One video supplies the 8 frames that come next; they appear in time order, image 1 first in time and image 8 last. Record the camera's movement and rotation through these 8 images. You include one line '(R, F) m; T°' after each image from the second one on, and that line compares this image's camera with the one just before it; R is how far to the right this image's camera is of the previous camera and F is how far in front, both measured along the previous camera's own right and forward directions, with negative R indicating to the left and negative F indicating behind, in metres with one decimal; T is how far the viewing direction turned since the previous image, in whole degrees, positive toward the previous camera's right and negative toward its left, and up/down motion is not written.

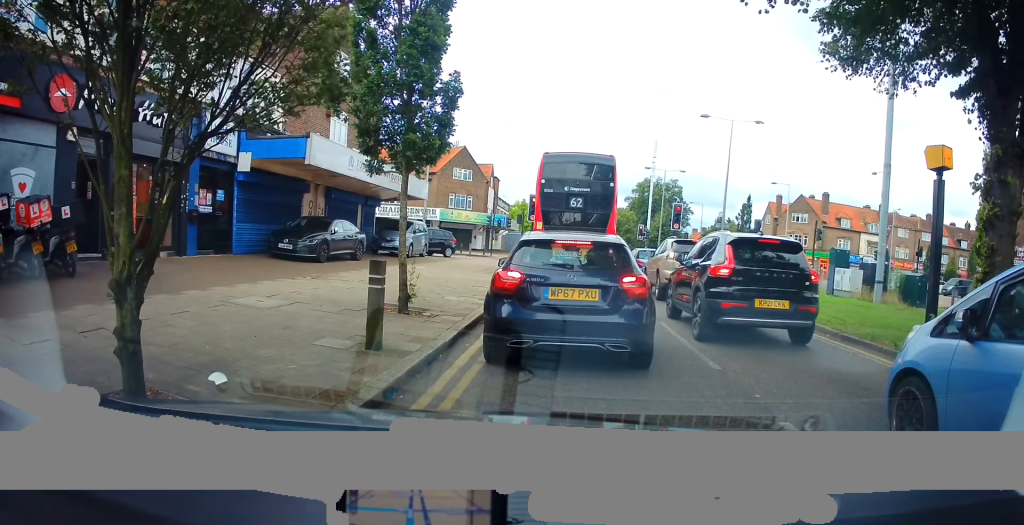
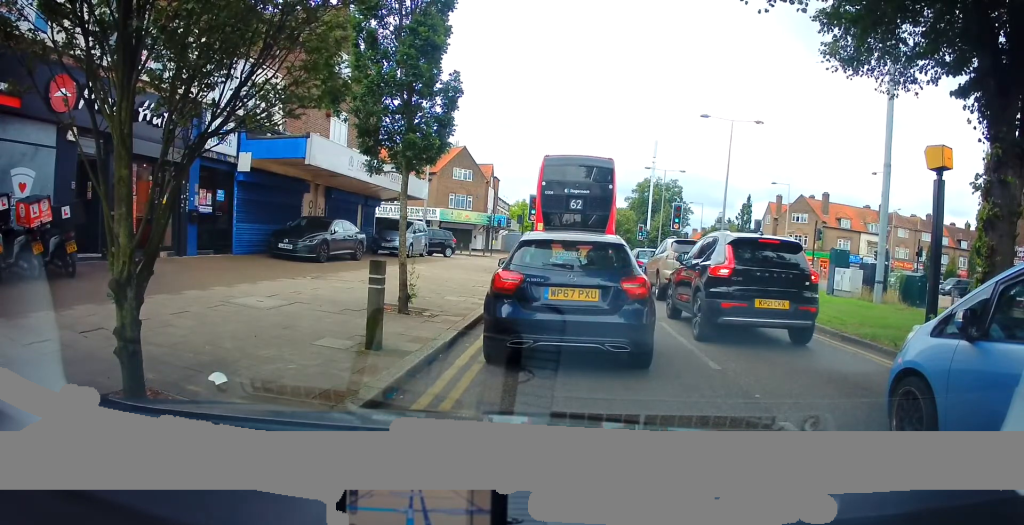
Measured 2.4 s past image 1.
(0.0, 0.0) m; 0°
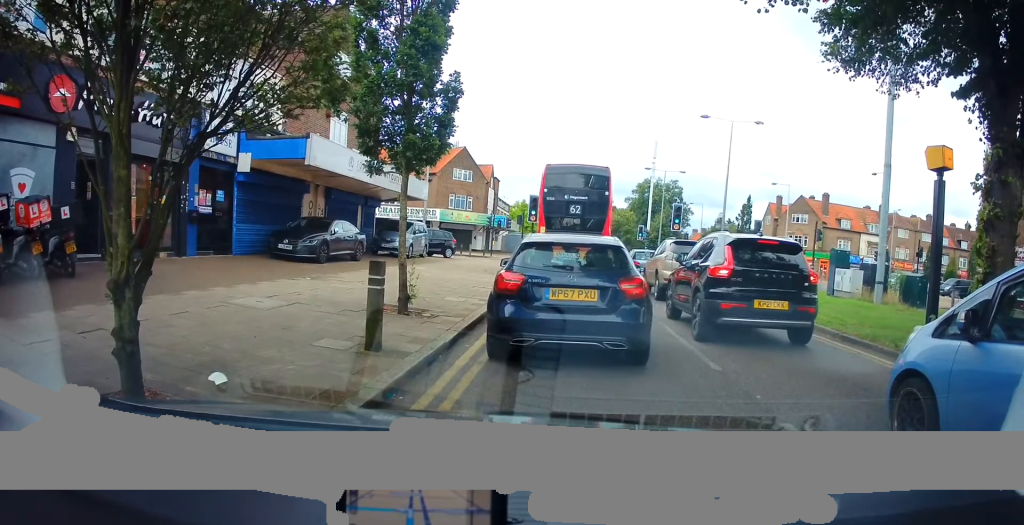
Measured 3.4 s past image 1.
(0.0, 0.0) m; 0°
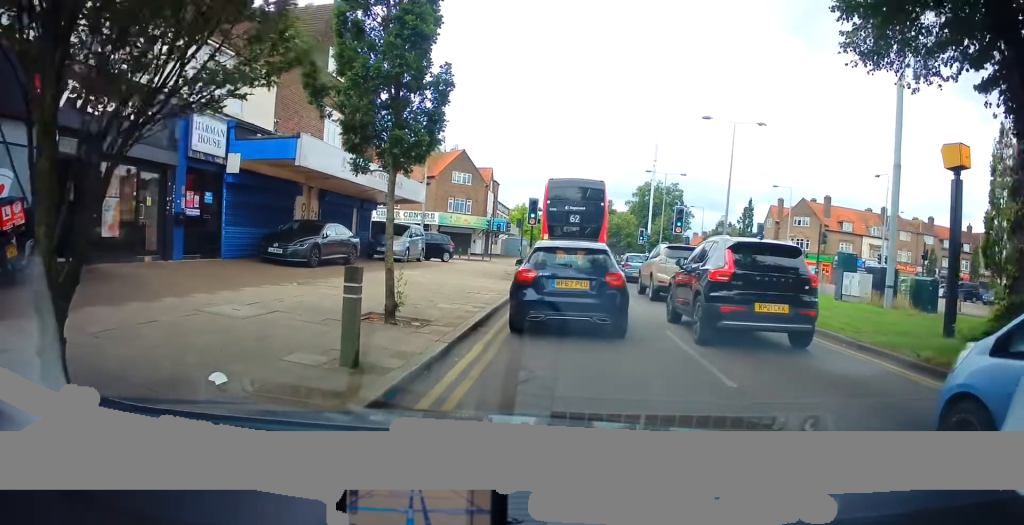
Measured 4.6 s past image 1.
(0.0, +0.5) m; 0°
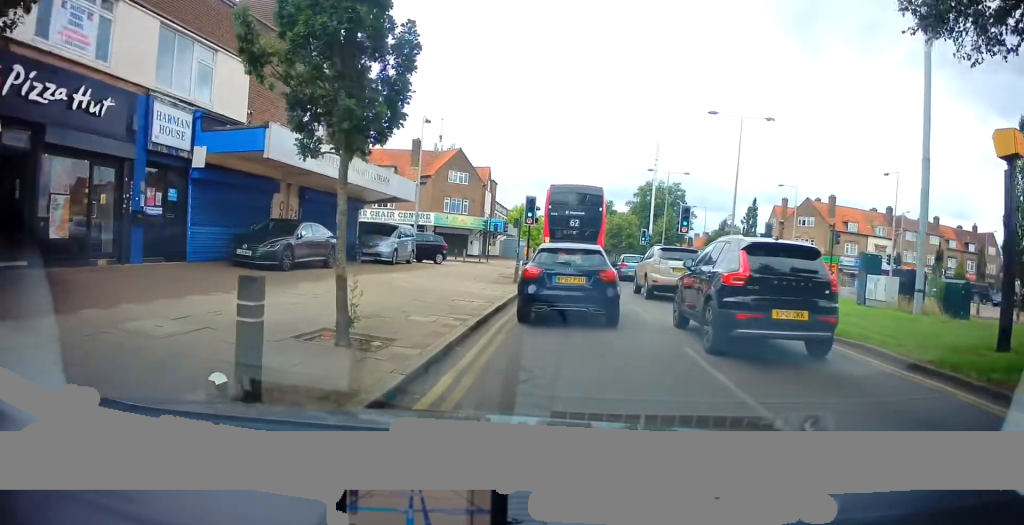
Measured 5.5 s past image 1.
(0.0, +1.4) m; 0°
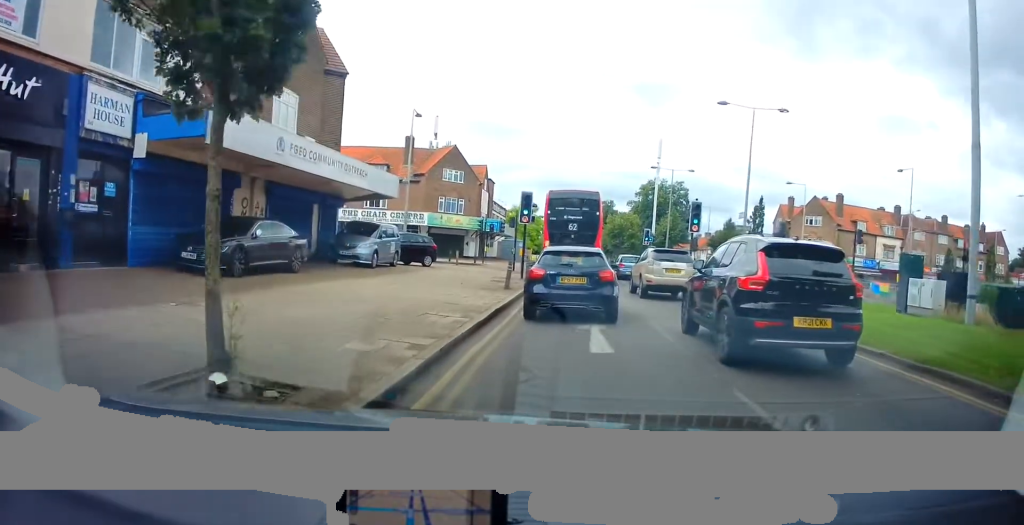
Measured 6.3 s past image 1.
(0.0, +2.3) m; 0°
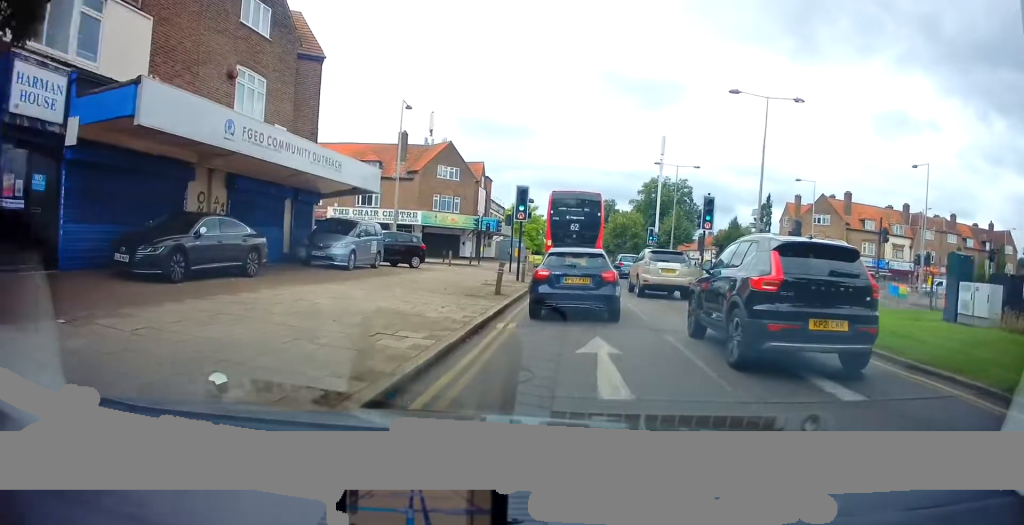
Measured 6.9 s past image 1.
(0.0, +2.0) m; 0°
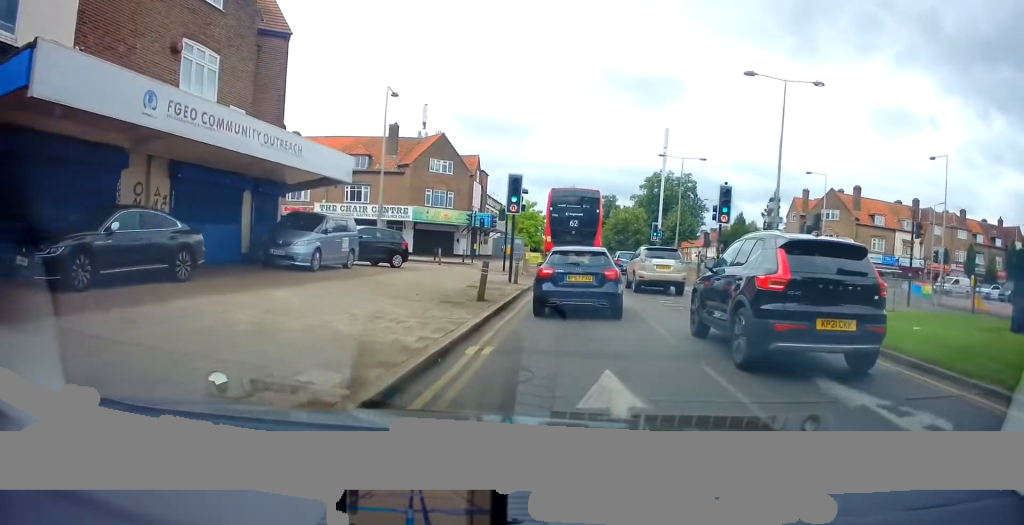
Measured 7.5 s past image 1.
(0.0, +2.2) m; 0°
